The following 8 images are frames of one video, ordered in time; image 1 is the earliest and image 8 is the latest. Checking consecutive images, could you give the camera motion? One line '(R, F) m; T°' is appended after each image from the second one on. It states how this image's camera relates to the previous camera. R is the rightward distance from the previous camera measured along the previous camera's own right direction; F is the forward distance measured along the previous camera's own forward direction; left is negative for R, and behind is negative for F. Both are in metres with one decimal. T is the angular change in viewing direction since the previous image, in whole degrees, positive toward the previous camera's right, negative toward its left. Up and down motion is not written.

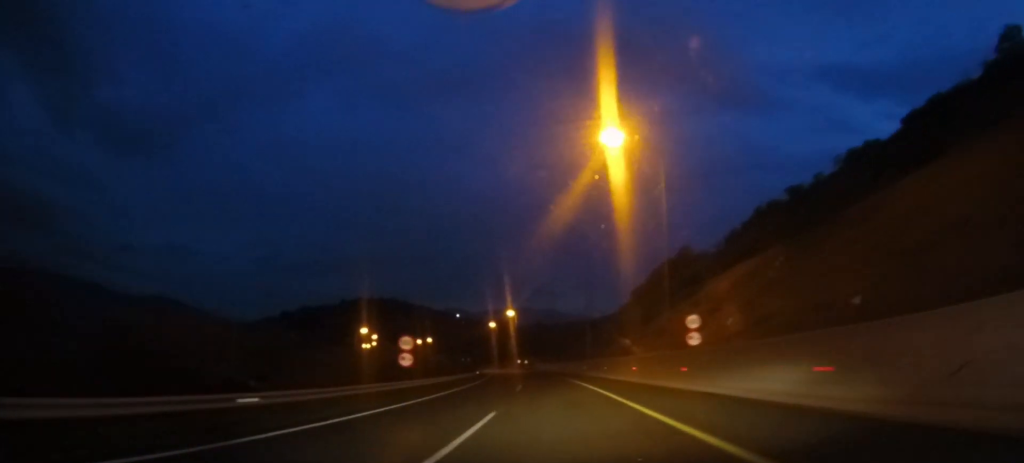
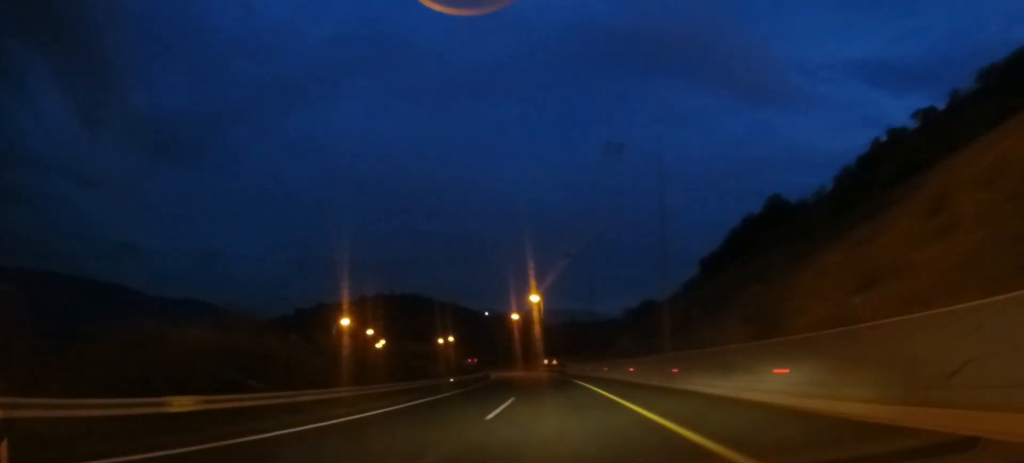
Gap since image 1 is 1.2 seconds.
(-1.4, +33.2) m; -3°
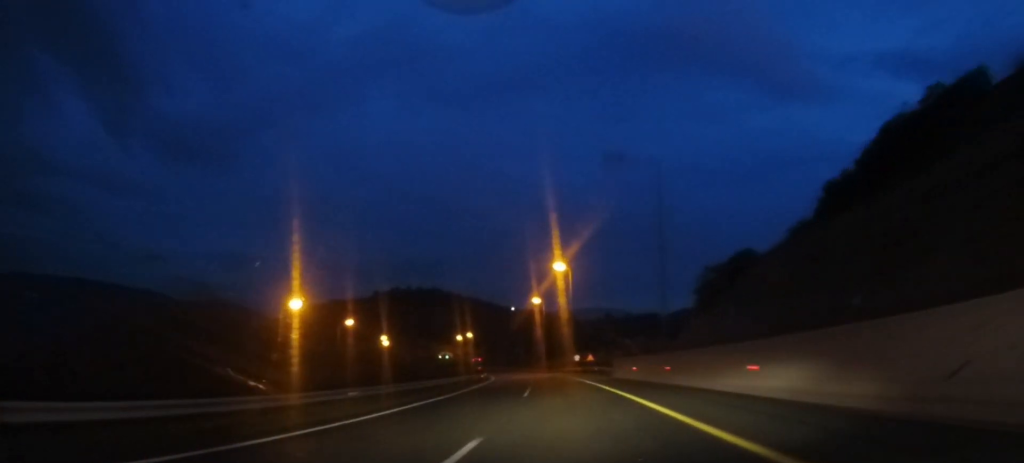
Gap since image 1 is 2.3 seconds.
(-0.5, +32.3) m; -3°
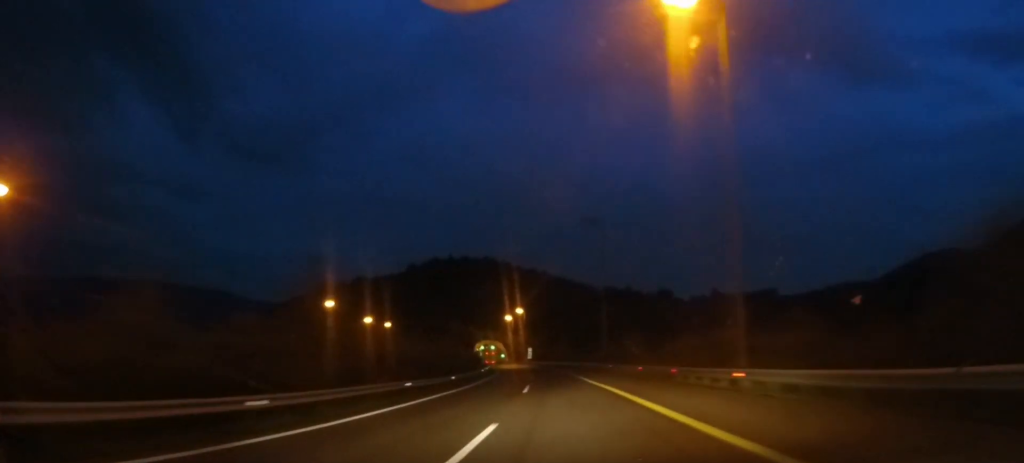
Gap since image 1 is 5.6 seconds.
(-6.9, +87.1) m; -9°
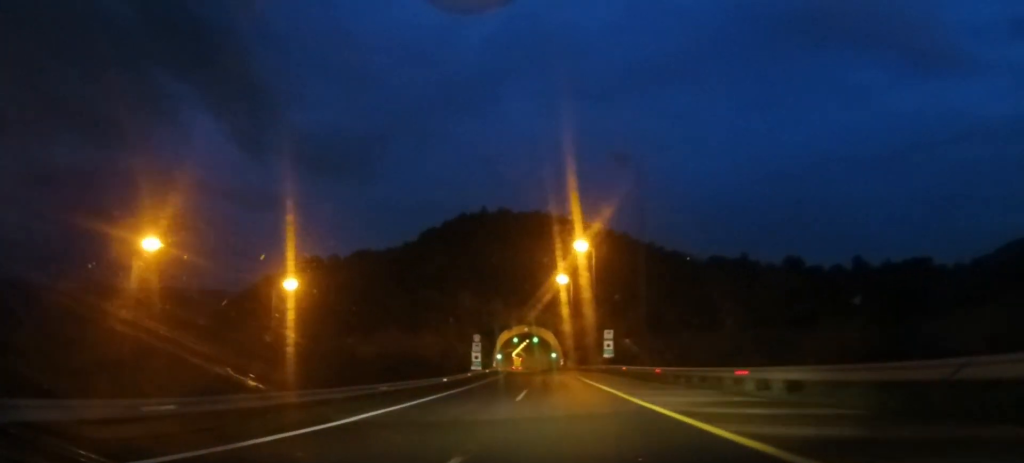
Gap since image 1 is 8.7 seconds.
(-5.4, +82.0) m; -7°
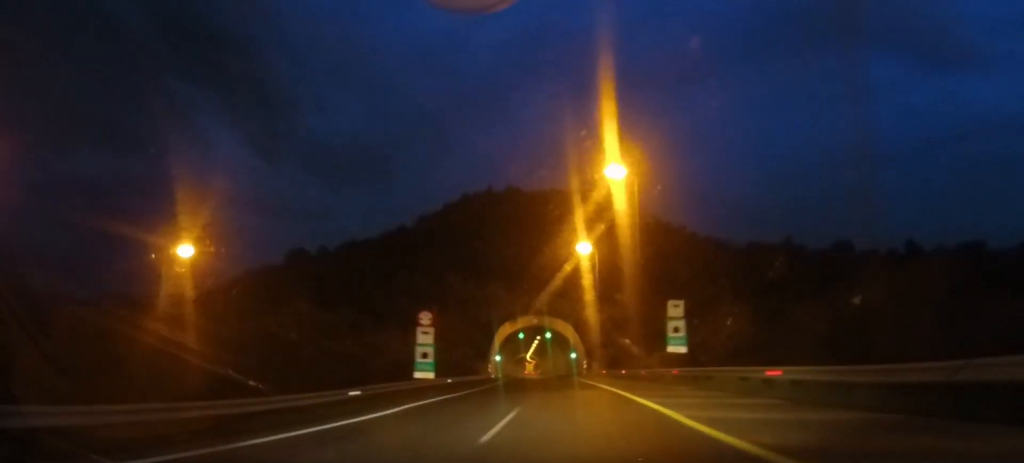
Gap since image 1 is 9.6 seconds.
(-0.4, +25.9) m; -2°
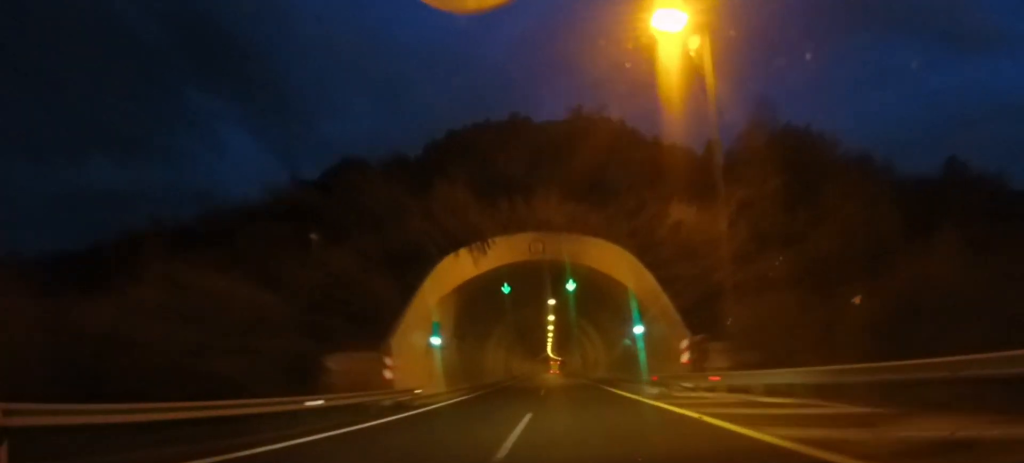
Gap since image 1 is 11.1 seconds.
(-0.9, +44.9) m; -3°
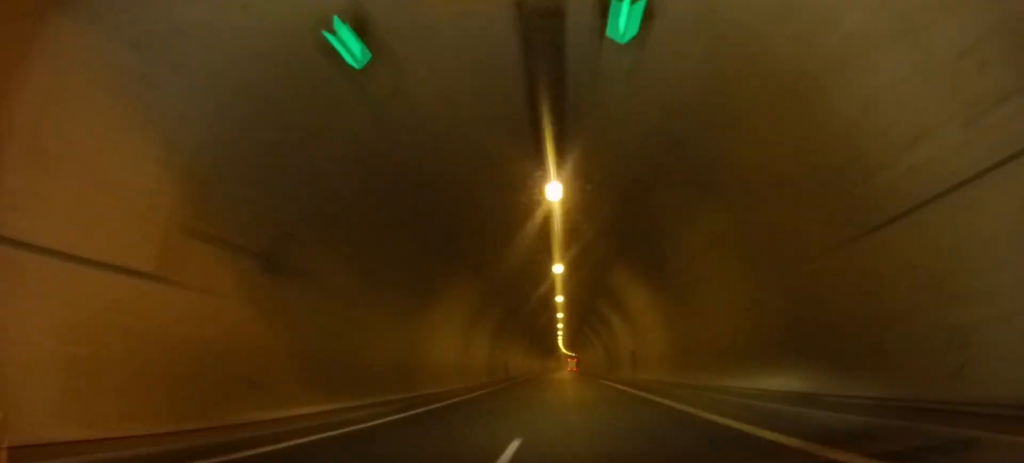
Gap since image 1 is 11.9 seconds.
(-0.6, +25.3) m; -1°
